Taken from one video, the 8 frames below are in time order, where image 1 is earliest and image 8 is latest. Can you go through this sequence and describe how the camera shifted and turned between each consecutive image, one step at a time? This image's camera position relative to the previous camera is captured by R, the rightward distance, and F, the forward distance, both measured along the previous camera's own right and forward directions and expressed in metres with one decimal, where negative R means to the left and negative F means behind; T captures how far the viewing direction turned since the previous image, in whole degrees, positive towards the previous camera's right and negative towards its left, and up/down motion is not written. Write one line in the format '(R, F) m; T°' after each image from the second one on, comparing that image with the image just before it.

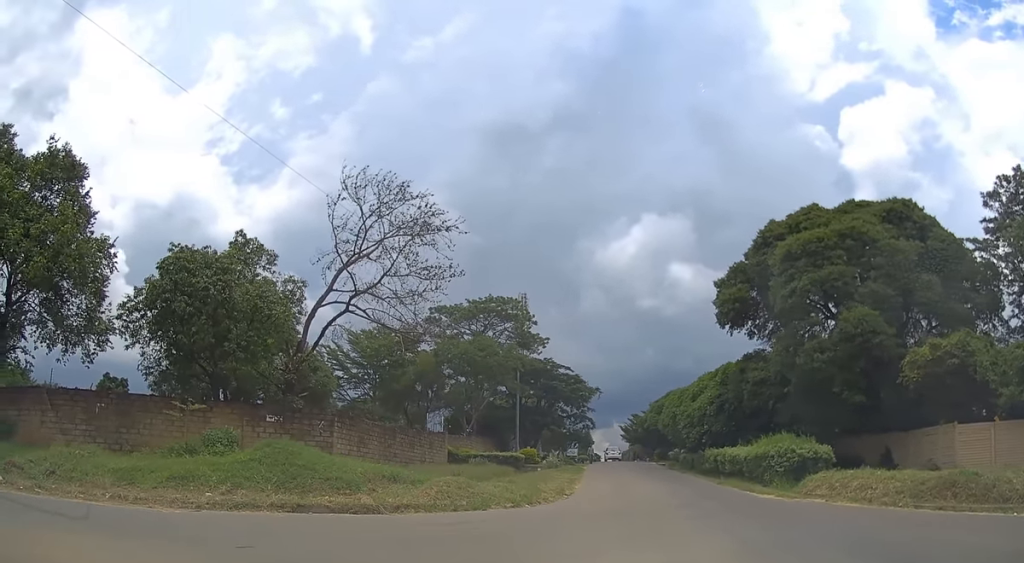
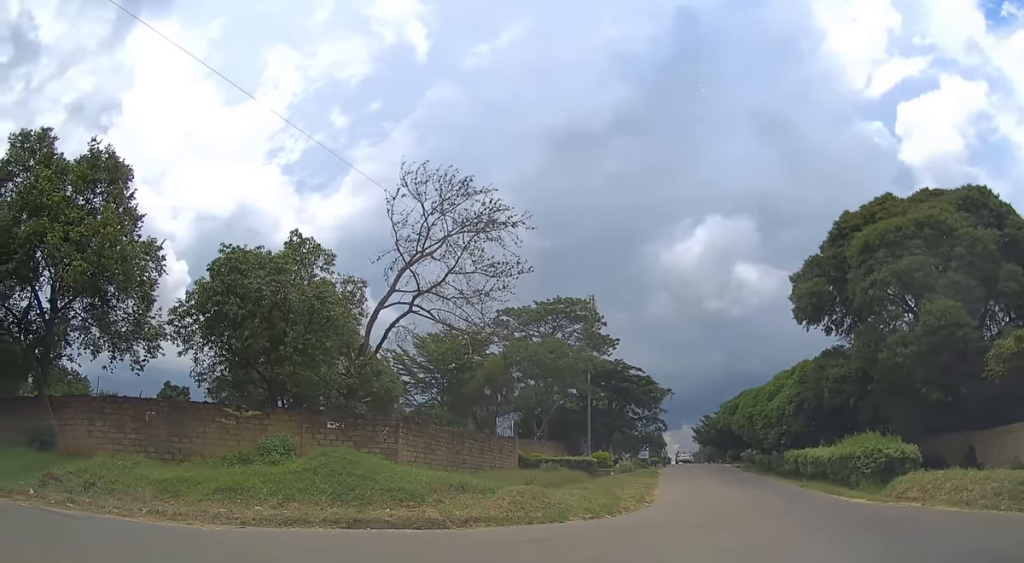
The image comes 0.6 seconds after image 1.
(-0.1, +1.2) m; -8°
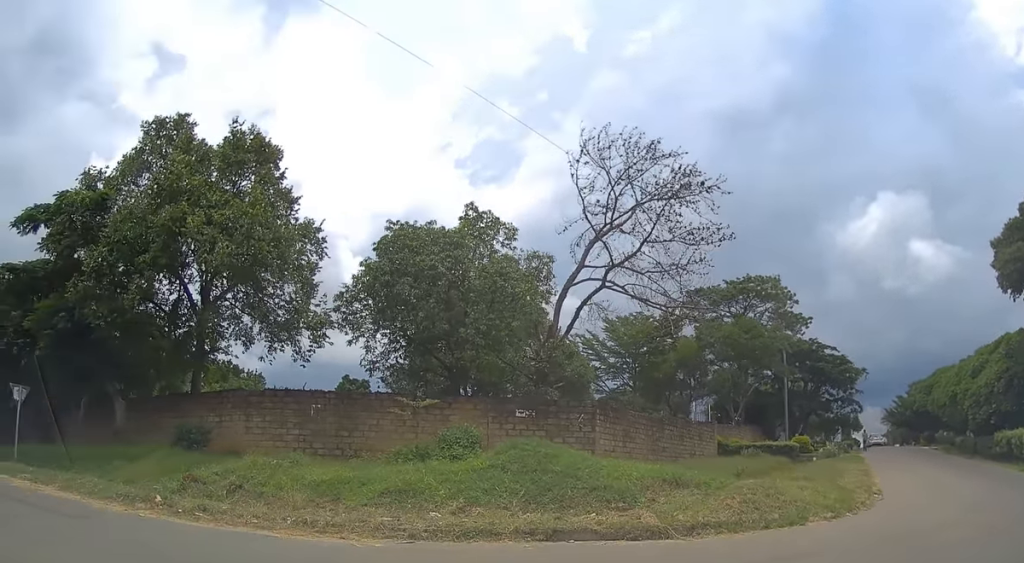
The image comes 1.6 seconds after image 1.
(-0.3, +2.1) m; -16°
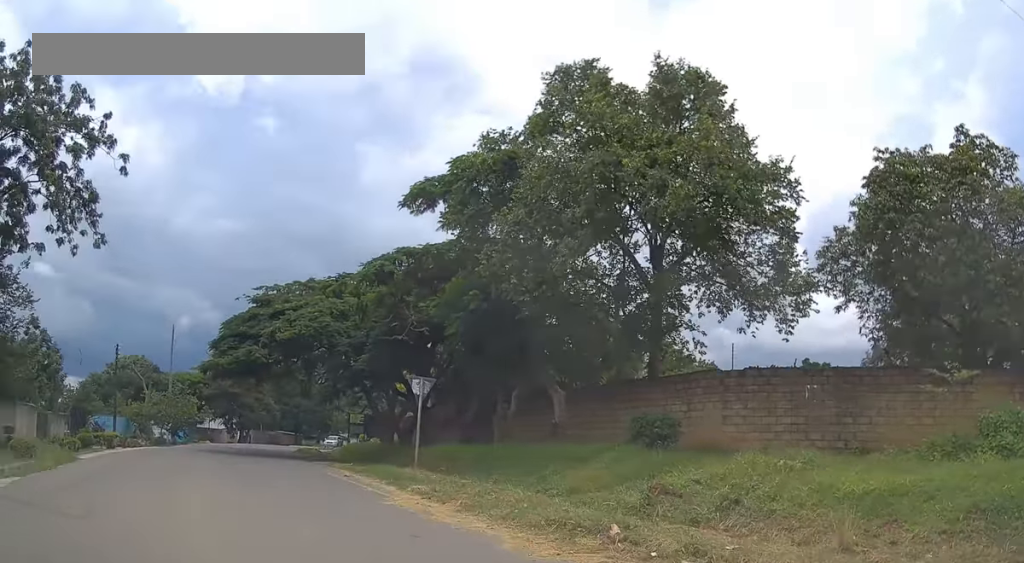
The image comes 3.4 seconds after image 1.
(-1.4, +4.4) m; -36°
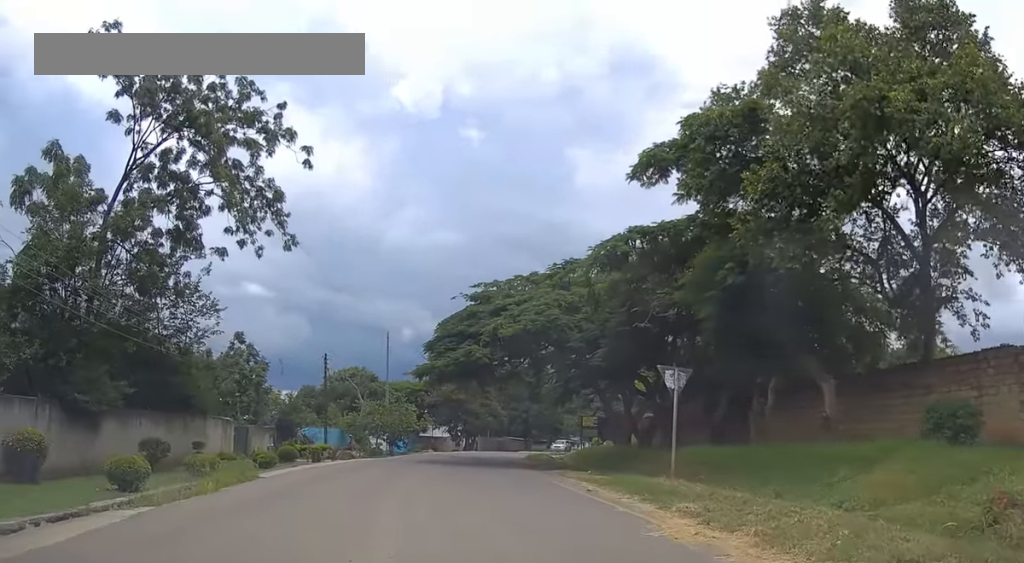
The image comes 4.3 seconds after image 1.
(-0.4, +2.9) m; -14°
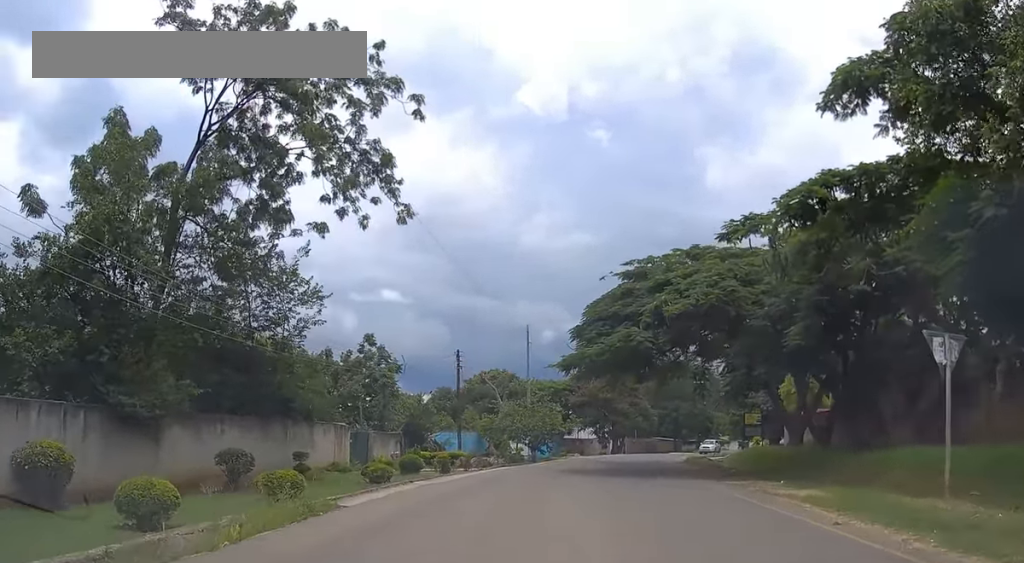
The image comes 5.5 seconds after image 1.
(-0.7, +5.0) m; -12°
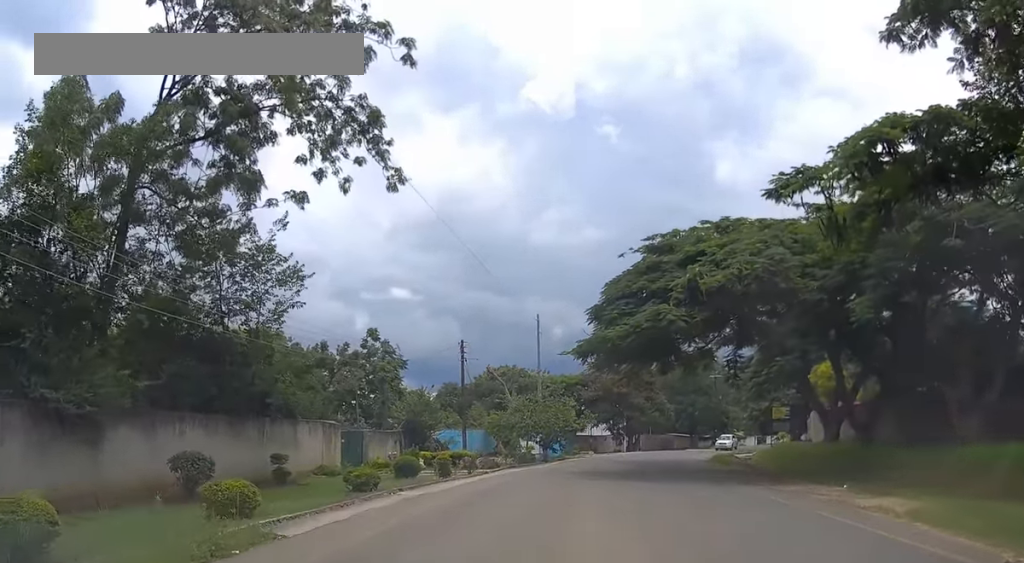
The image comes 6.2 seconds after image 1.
(-0.3, +3.5) m; -1°
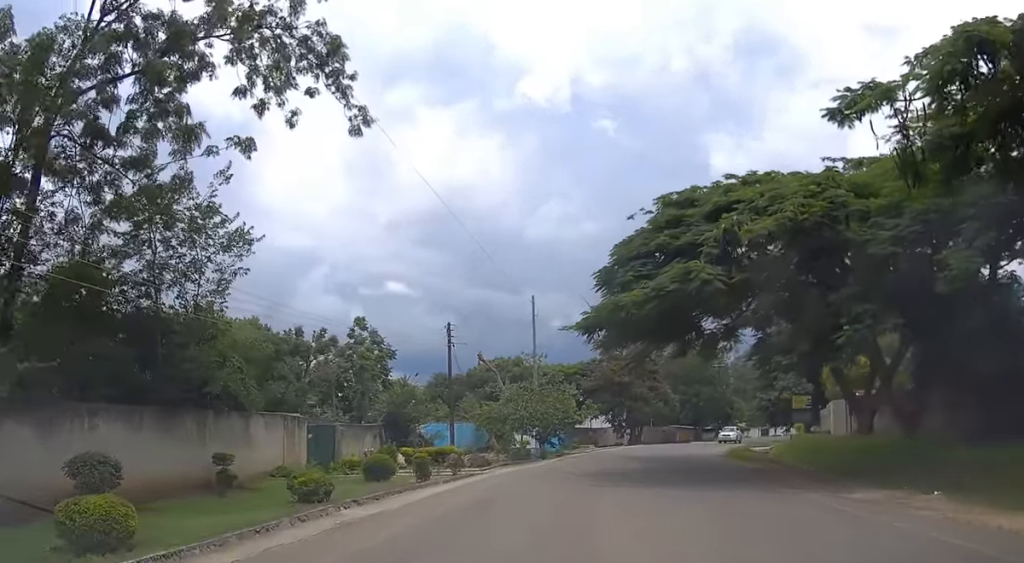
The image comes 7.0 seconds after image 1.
(+0.2, +4.4) m; +3°
